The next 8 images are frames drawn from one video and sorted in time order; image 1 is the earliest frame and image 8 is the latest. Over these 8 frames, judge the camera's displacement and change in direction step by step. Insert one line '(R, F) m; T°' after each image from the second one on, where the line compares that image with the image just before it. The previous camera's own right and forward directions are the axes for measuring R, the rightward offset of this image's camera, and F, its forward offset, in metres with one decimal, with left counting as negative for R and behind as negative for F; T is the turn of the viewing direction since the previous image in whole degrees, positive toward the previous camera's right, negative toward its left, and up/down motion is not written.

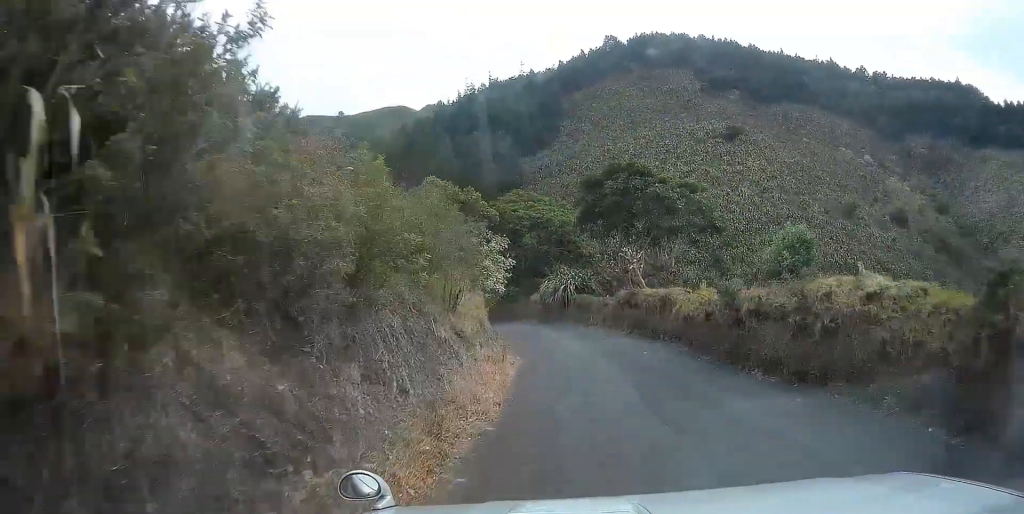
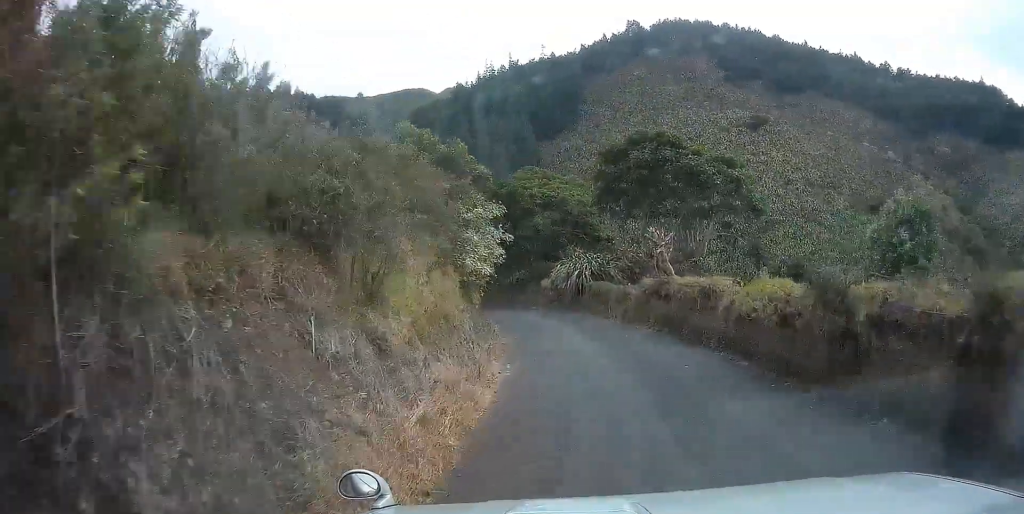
(-0.1, +4.7) m; -2°
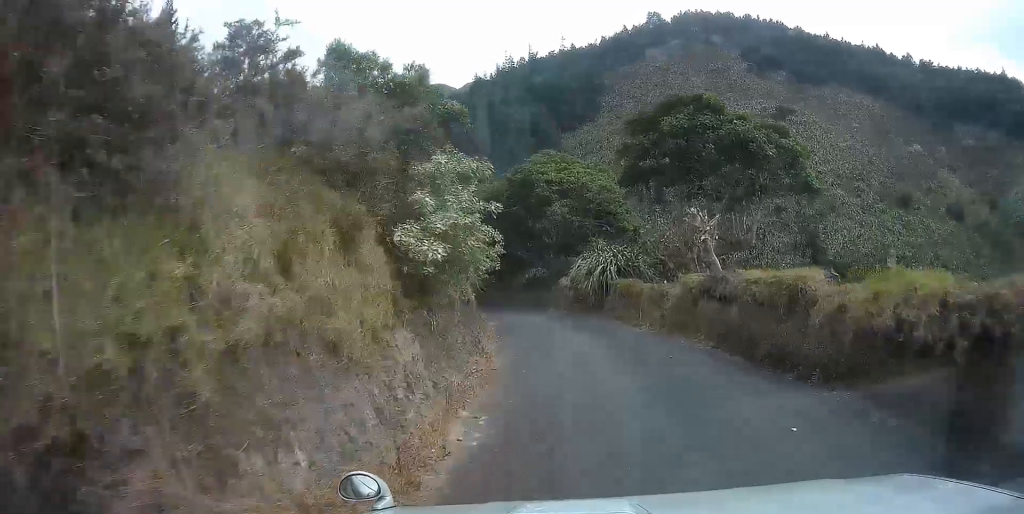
(-0.1, +4.6) m; -2°
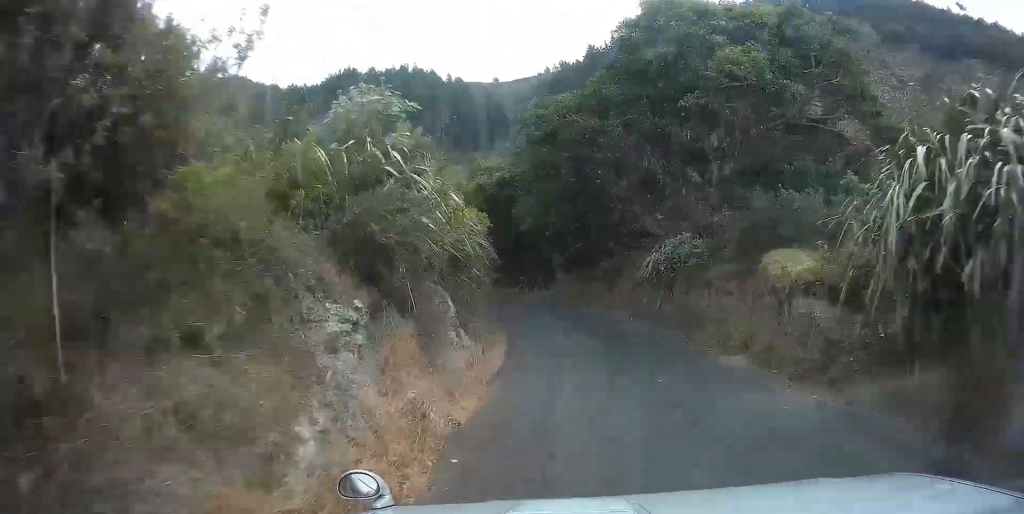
(-3.2, +23.3) m; -15°
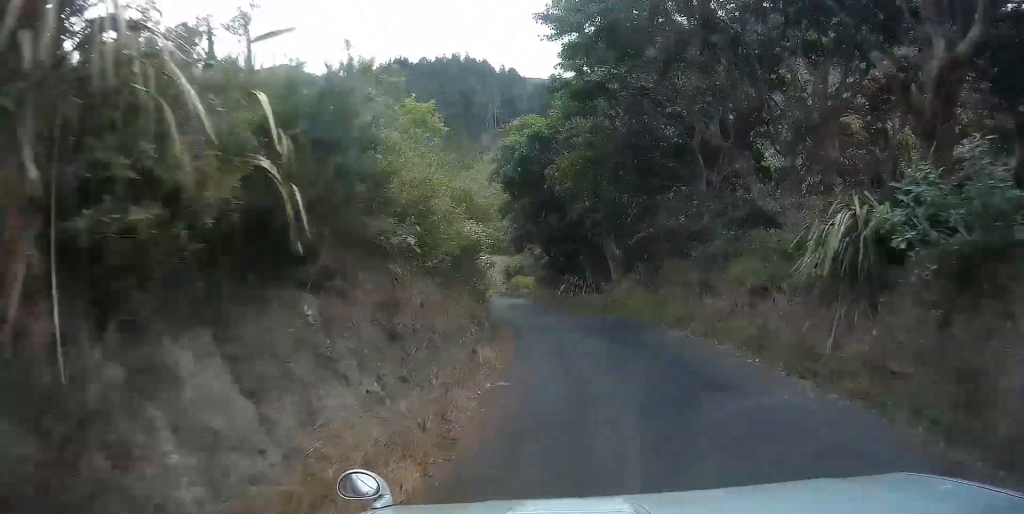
(-0.5, +10.9) m; -4°
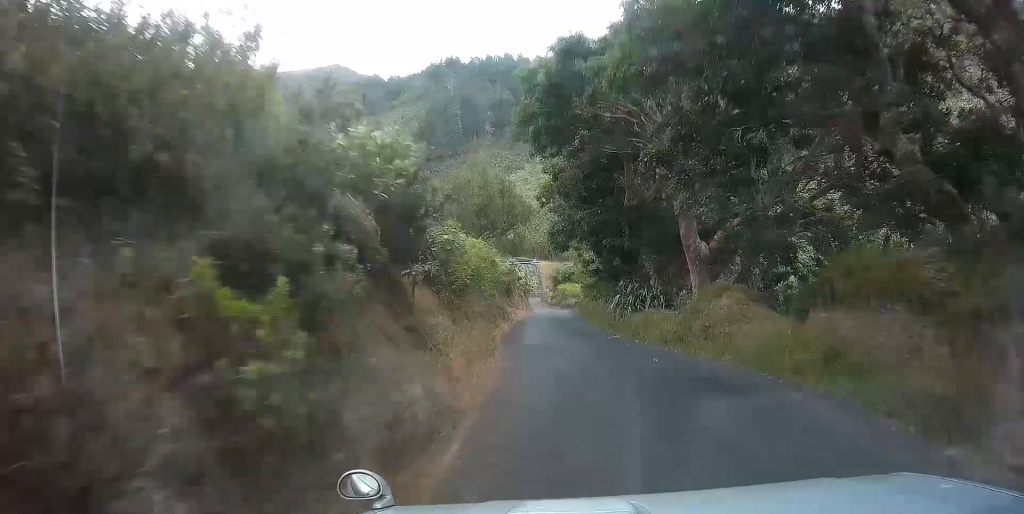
(-0.2, +11.4) m; -3°
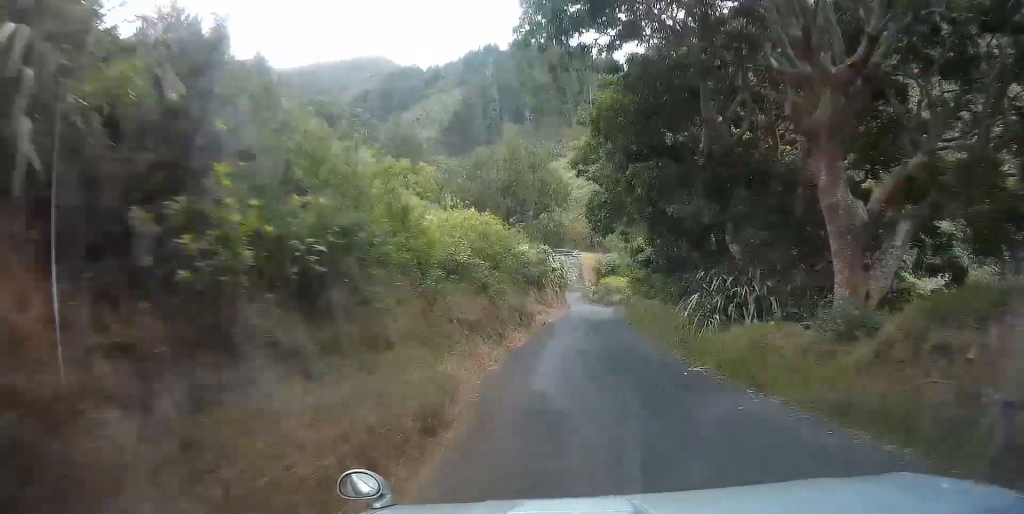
(-0.3, +10.0) m; -3°
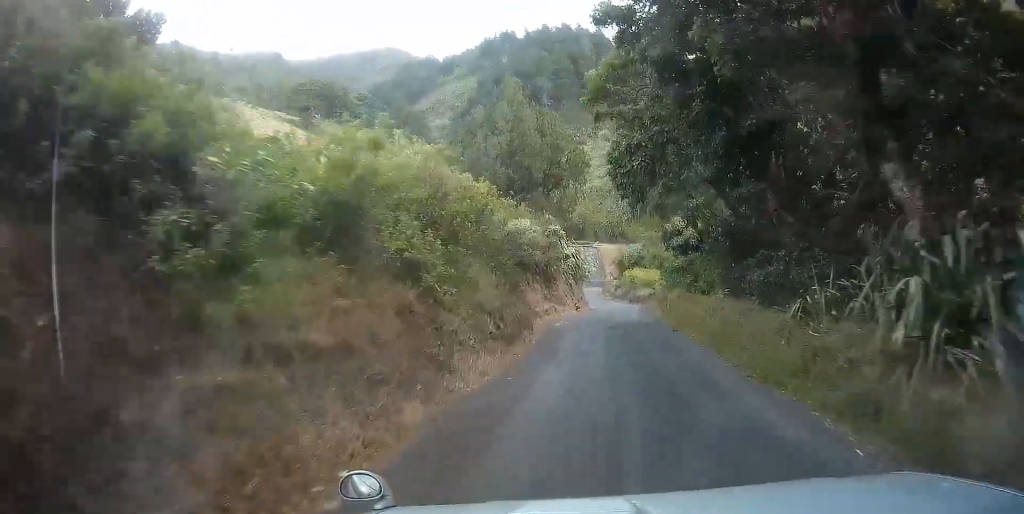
(-0.2, +9.8) m; -2°
